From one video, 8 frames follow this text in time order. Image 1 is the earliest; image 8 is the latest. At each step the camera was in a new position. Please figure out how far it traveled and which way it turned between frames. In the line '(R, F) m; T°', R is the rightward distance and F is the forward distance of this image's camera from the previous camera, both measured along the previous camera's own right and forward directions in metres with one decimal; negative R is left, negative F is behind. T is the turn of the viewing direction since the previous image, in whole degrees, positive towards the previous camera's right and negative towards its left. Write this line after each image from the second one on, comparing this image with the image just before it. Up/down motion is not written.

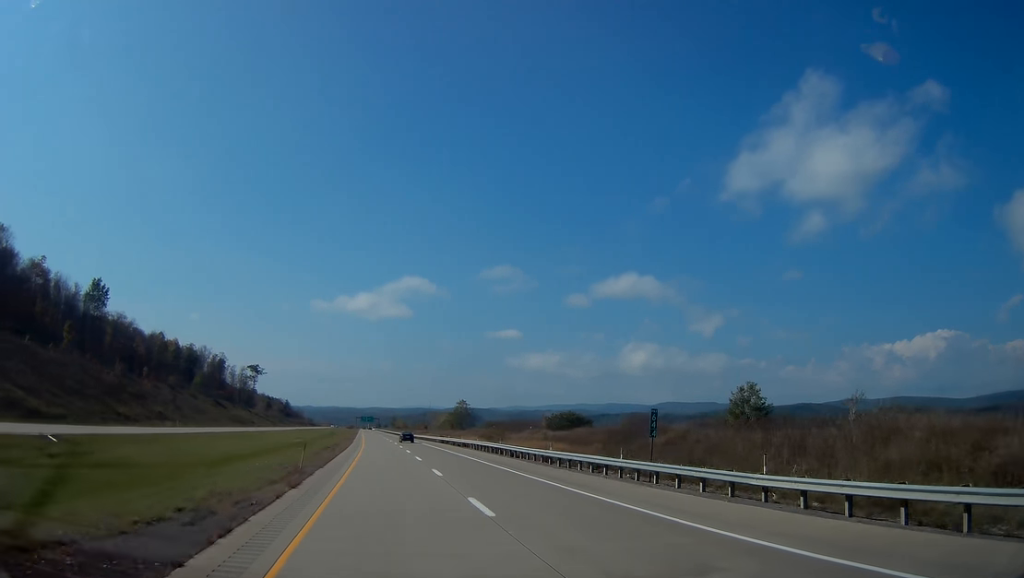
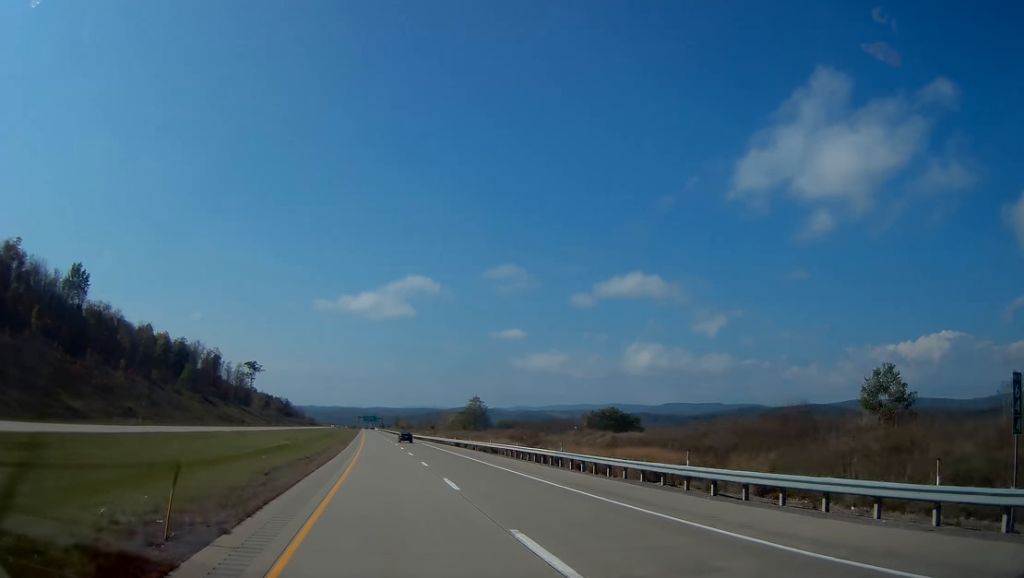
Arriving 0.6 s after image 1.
(+0.1, +18.1) m; 0°
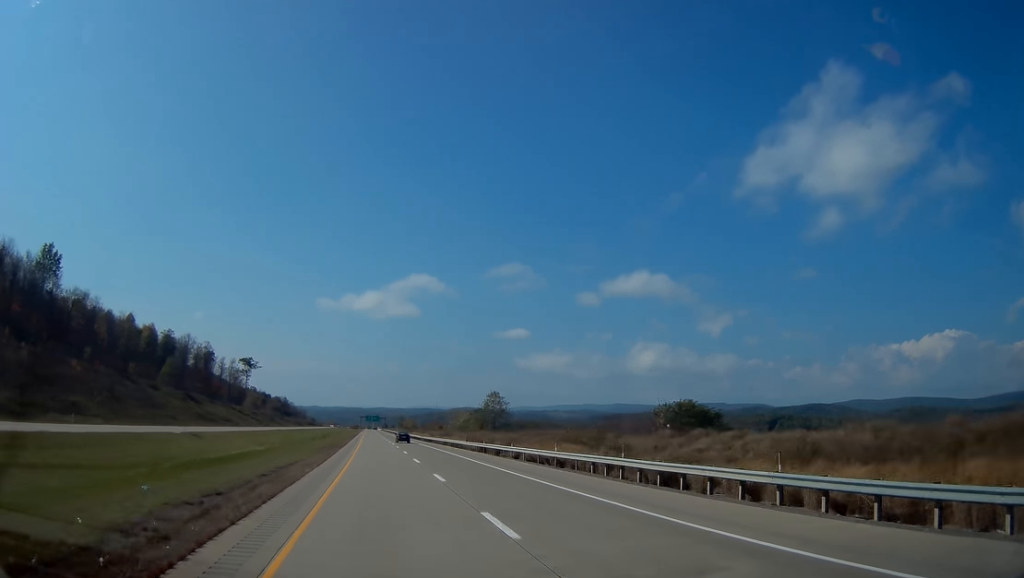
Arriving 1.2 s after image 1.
(-0.1, +21.3) m; -1°
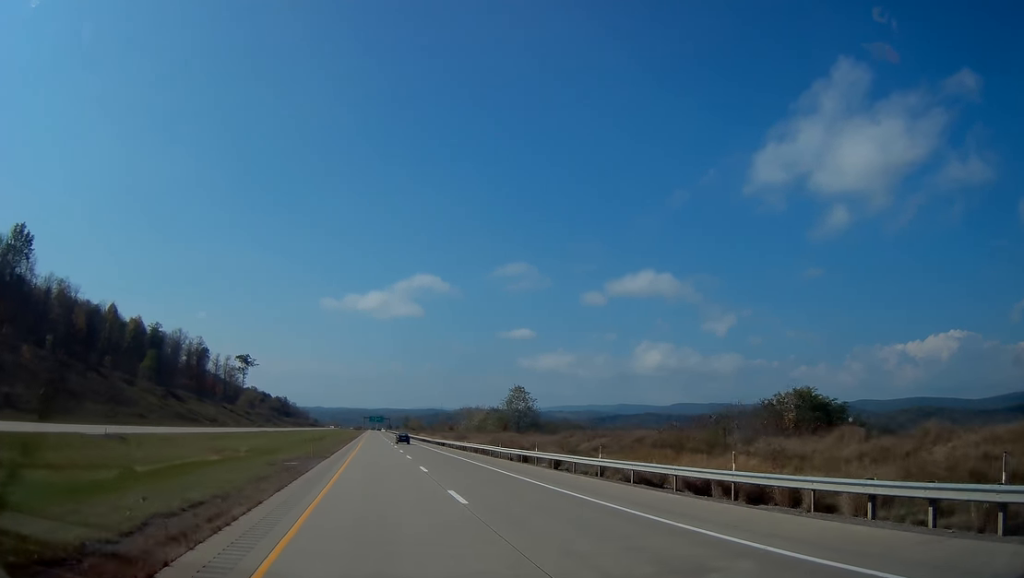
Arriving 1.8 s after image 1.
(0.0, +19.1) m; -1°
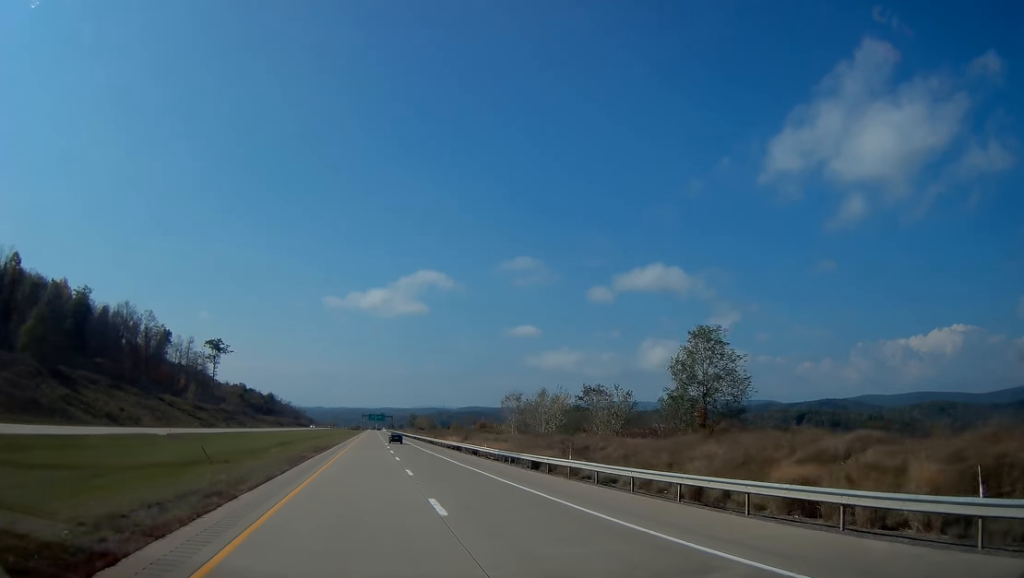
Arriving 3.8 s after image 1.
(-0.7, +63.5) m; -1°
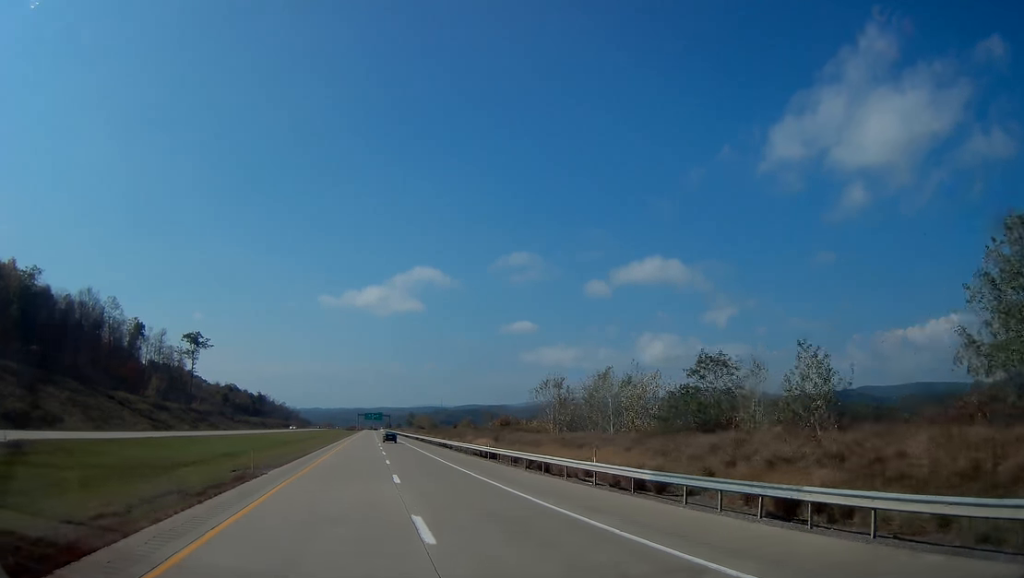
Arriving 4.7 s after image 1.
(-0.2, +28.4) m; 0°
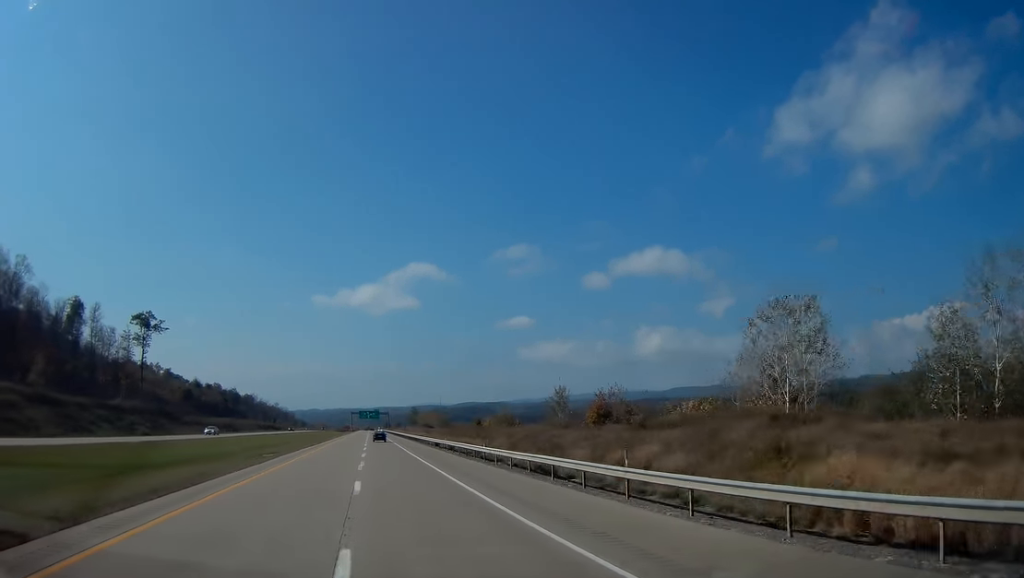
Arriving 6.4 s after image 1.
(+0.4, +52.2) m; 0°
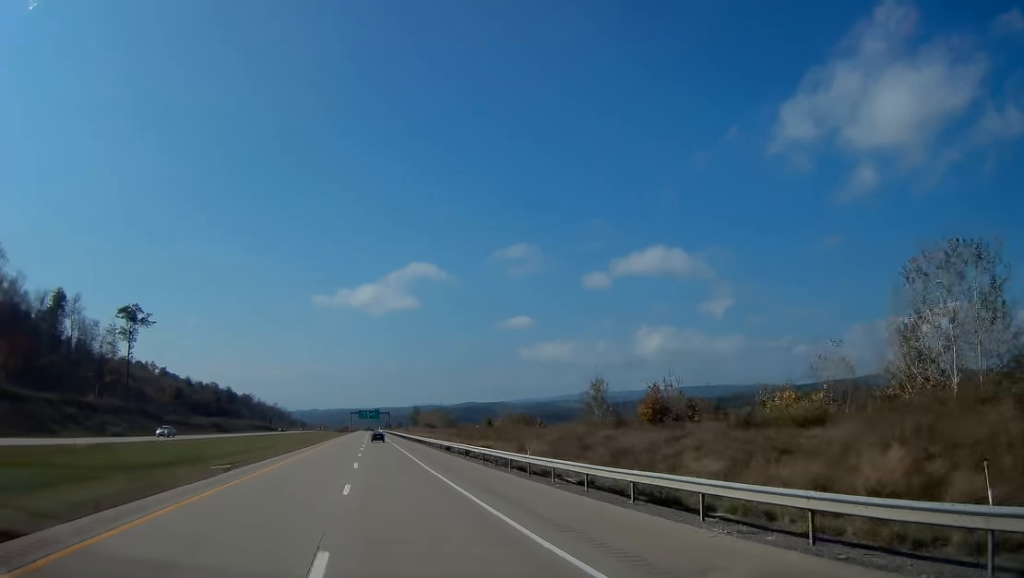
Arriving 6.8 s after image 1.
(-0.1, +12.5) m; 0°
